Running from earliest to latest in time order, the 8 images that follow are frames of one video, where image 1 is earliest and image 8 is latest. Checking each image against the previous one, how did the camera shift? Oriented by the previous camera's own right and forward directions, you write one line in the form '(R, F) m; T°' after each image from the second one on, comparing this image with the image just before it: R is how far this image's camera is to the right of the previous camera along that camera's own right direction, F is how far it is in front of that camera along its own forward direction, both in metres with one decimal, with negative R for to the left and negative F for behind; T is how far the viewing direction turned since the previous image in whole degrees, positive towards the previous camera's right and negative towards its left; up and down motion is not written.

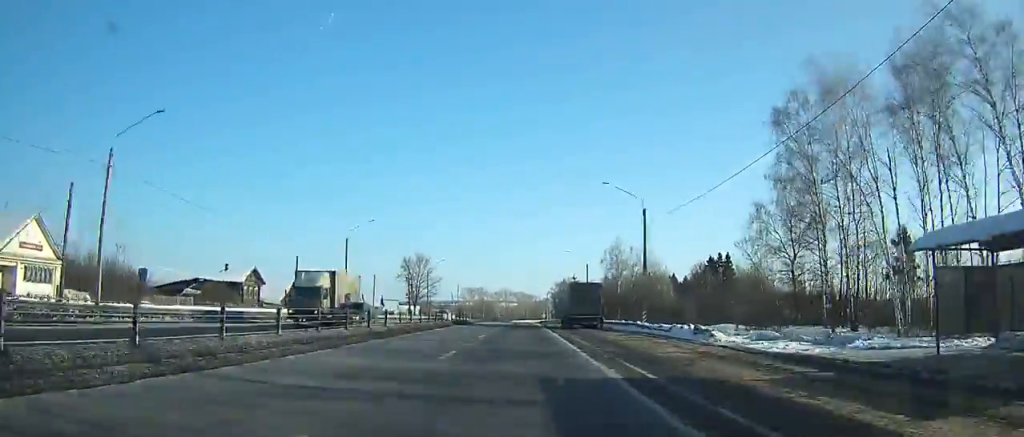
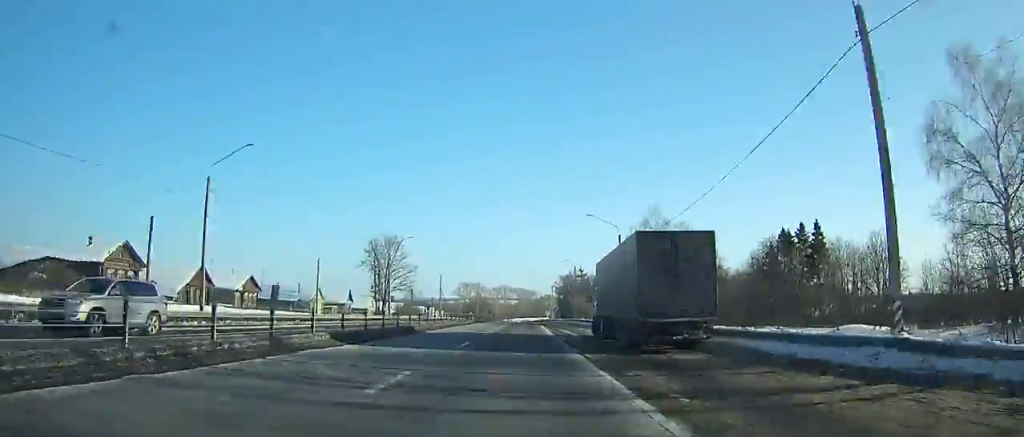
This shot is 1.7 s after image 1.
(+0.1, +30.0) m; 0°
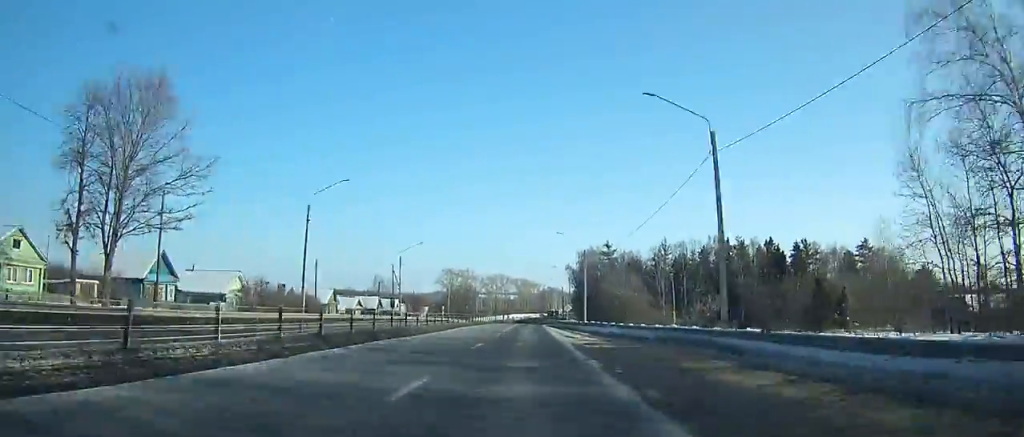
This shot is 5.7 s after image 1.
(-0.6, +72.2) m; 0°
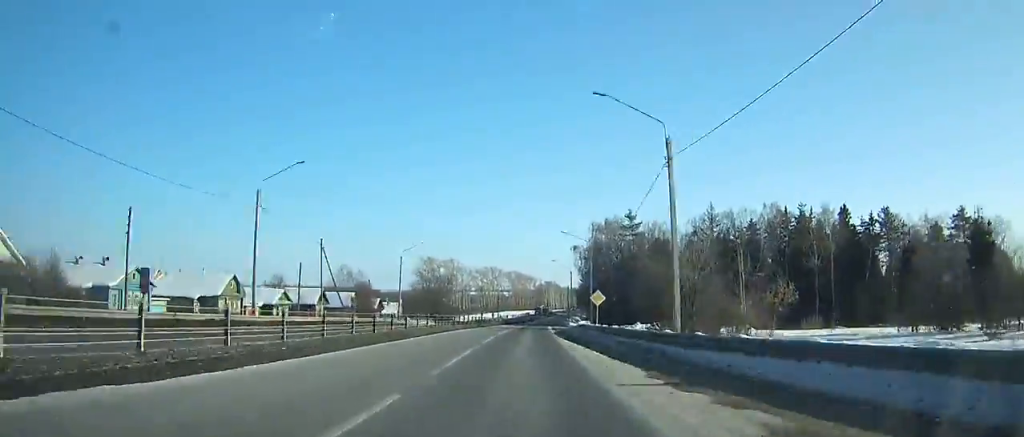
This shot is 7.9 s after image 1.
(-0.1, +40.9) m; +1°
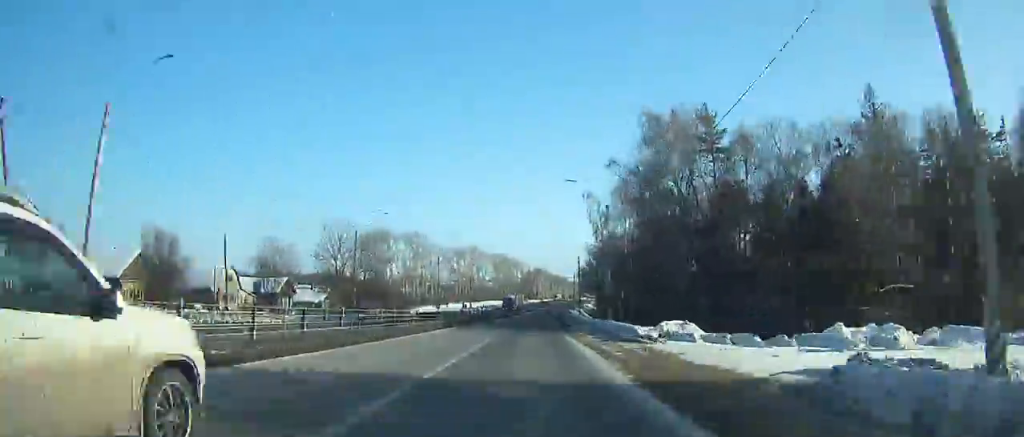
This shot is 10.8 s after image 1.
(+1.0, +55.9) m; +2°
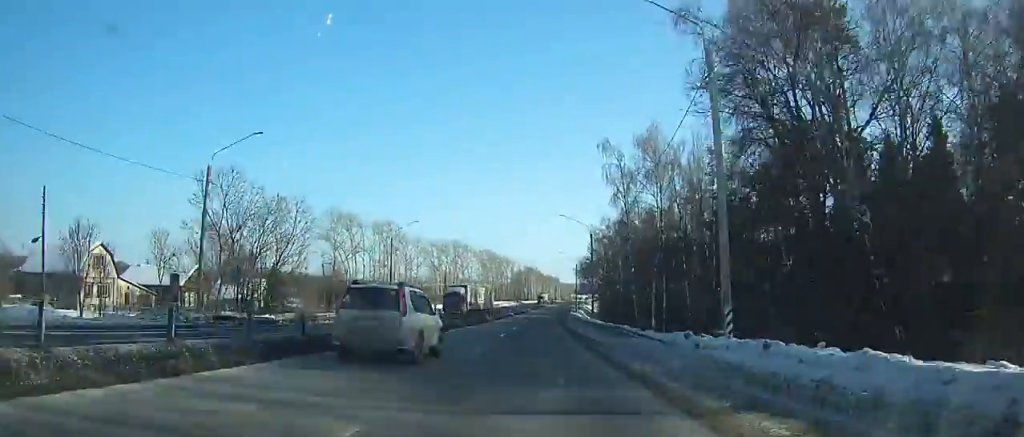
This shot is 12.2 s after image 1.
(+0.3, +28.0) m; +1°
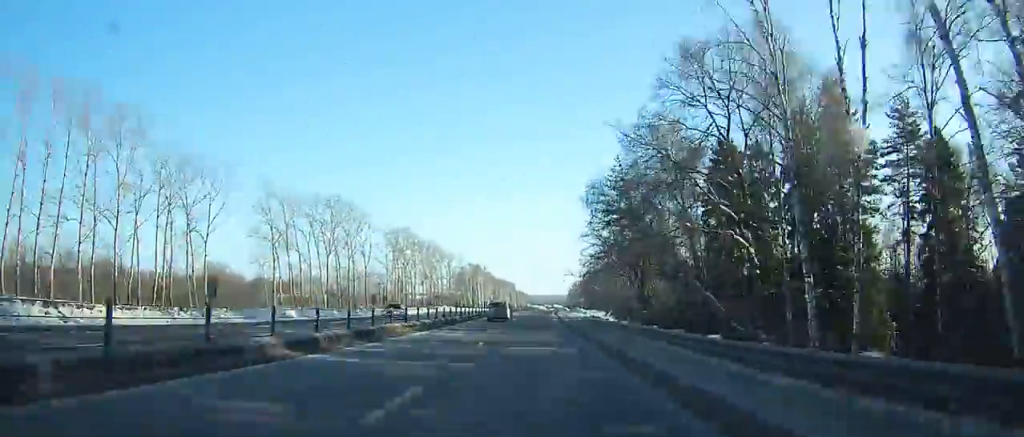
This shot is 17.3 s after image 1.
(+3.6, +105.6) m; +4°
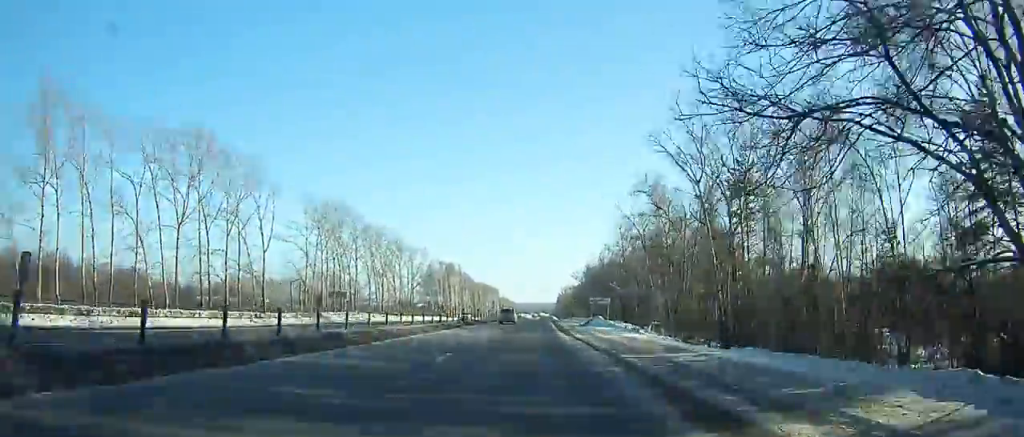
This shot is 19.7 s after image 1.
(+0.9, +51.8) m; +2°
